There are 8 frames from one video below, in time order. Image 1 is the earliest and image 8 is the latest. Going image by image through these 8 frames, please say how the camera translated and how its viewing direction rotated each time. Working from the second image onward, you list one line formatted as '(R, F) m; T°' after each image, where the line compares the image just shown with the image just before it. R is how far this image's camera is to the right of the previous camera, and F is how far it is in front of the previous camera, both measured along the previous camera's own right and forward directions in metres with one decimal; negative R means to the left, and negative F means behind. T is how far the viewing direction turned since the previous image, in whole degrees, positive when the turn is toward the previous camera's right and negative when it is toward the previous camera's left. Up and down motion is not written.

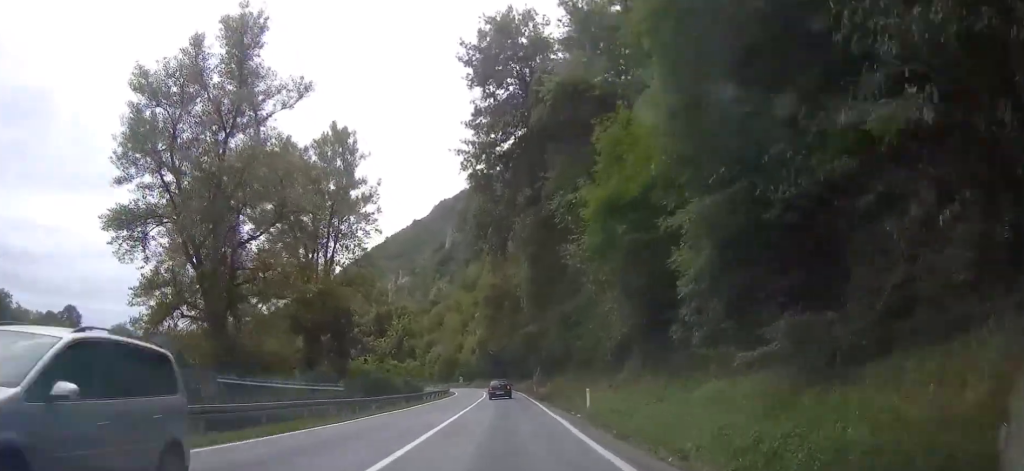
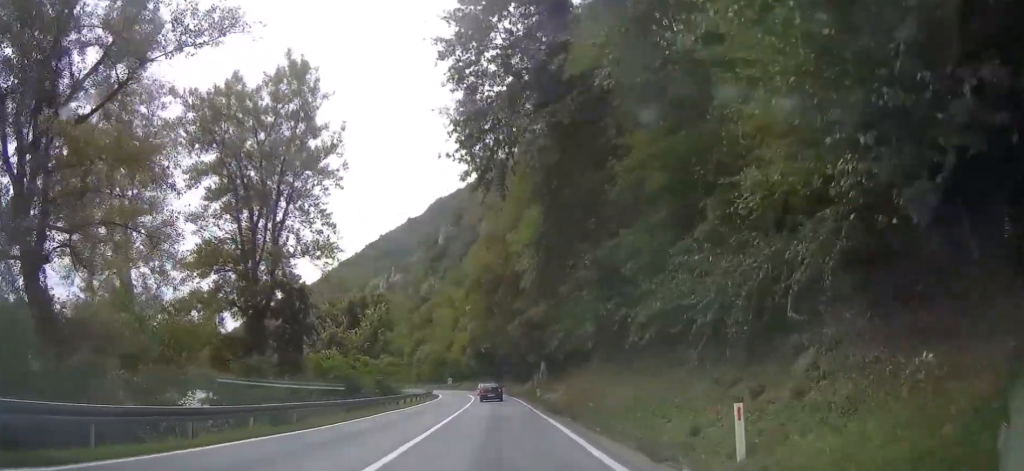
(+0.3, +16.4) m; +1°
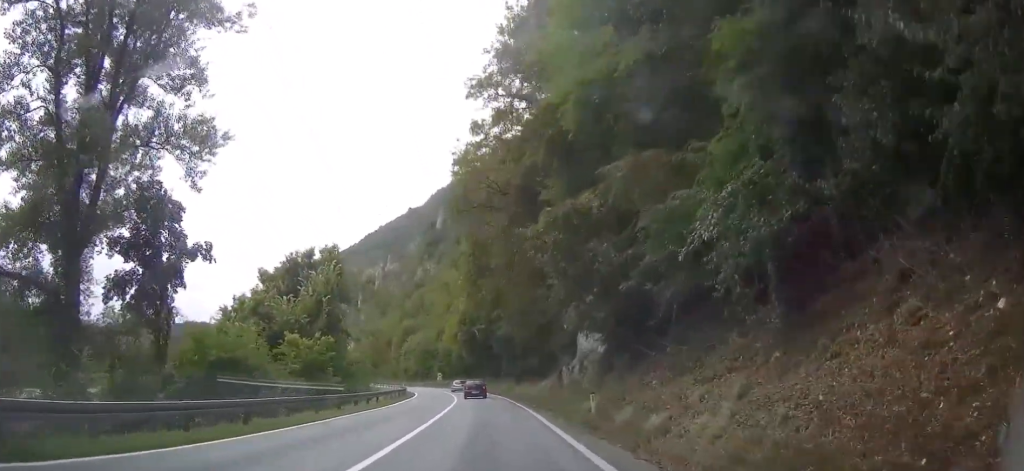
(0.0, +27.8) m; 0°
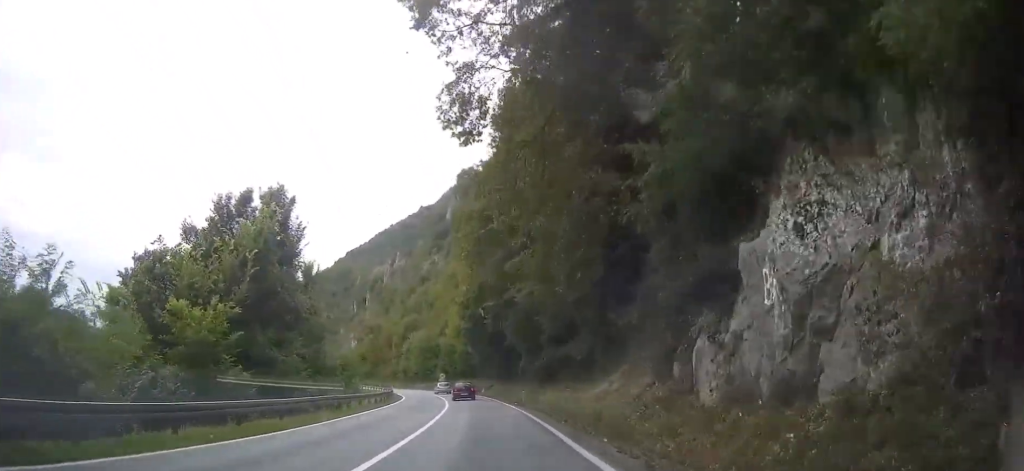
(0.0, +20.7) m; -1°
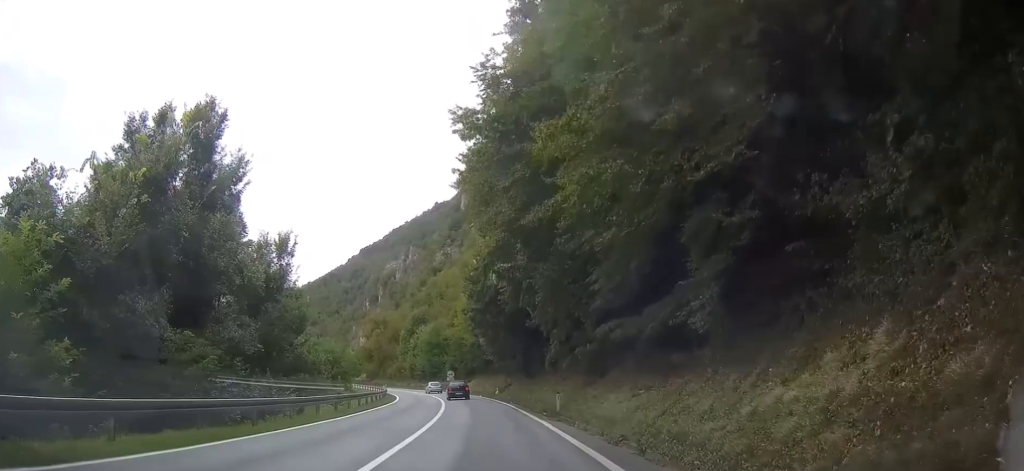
(-0.1, +14.8) m; -1°
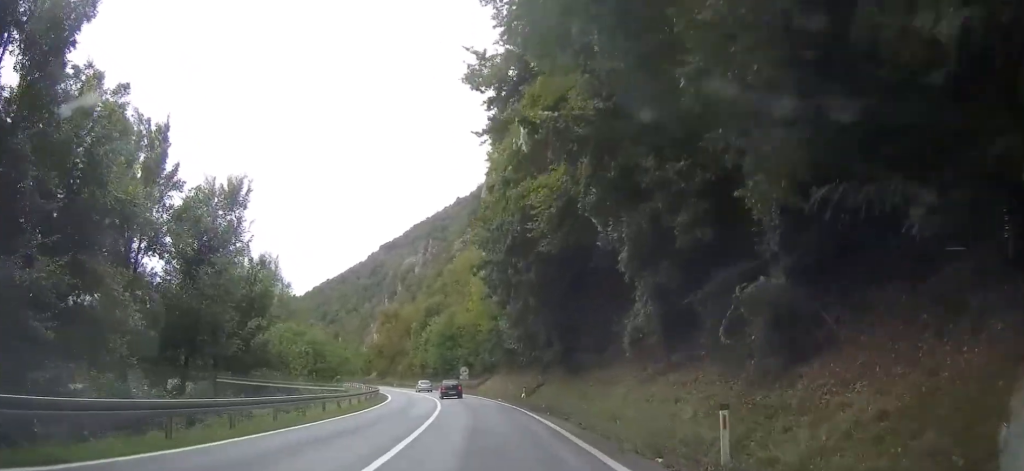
(-0.2, +17.8) m; -2°
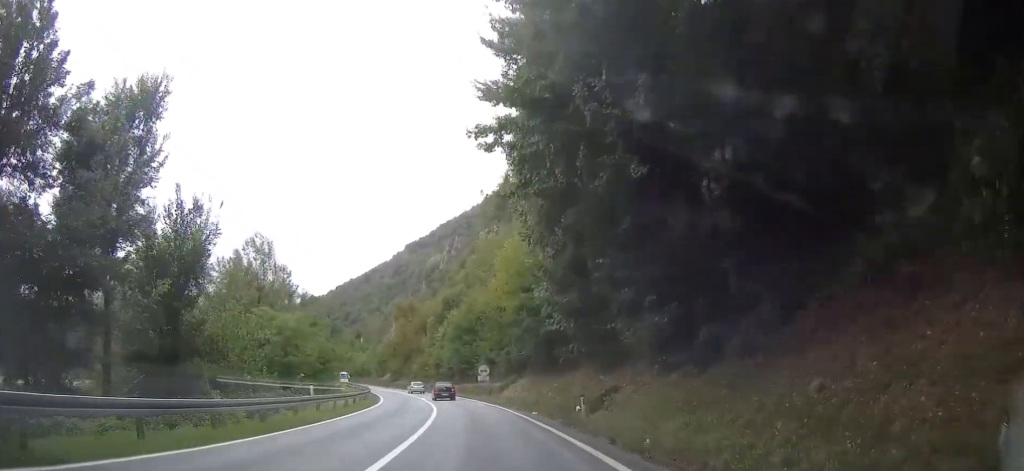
(-0.4, +16.7) m; -3°
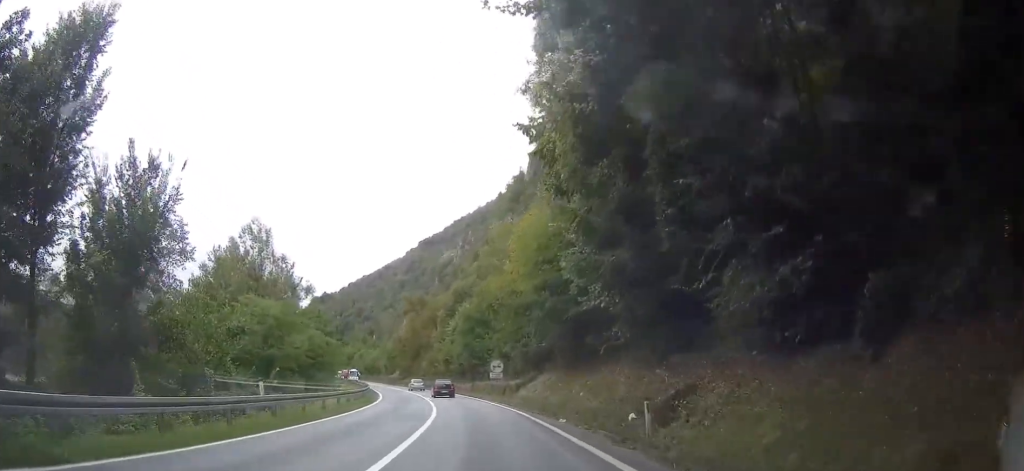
(-0.1, +7.2) m; -1°
